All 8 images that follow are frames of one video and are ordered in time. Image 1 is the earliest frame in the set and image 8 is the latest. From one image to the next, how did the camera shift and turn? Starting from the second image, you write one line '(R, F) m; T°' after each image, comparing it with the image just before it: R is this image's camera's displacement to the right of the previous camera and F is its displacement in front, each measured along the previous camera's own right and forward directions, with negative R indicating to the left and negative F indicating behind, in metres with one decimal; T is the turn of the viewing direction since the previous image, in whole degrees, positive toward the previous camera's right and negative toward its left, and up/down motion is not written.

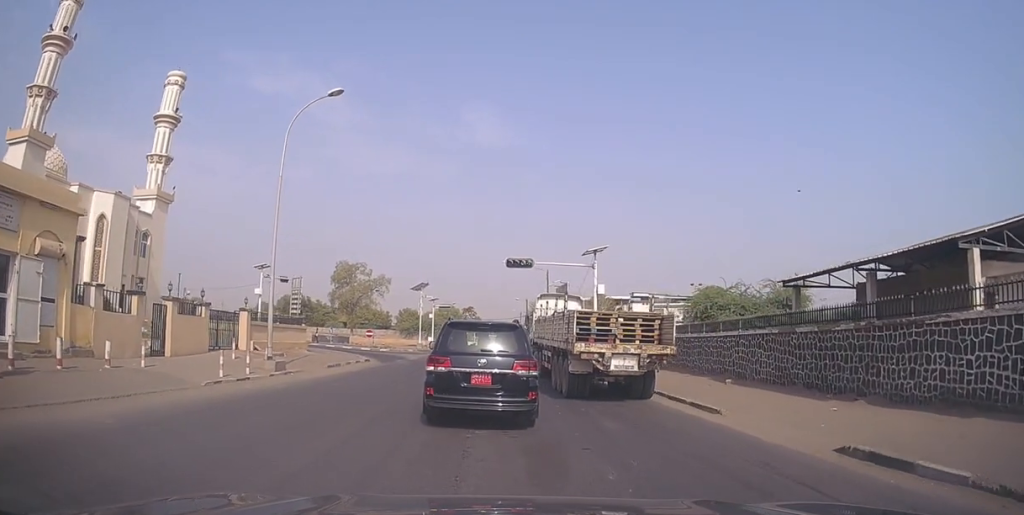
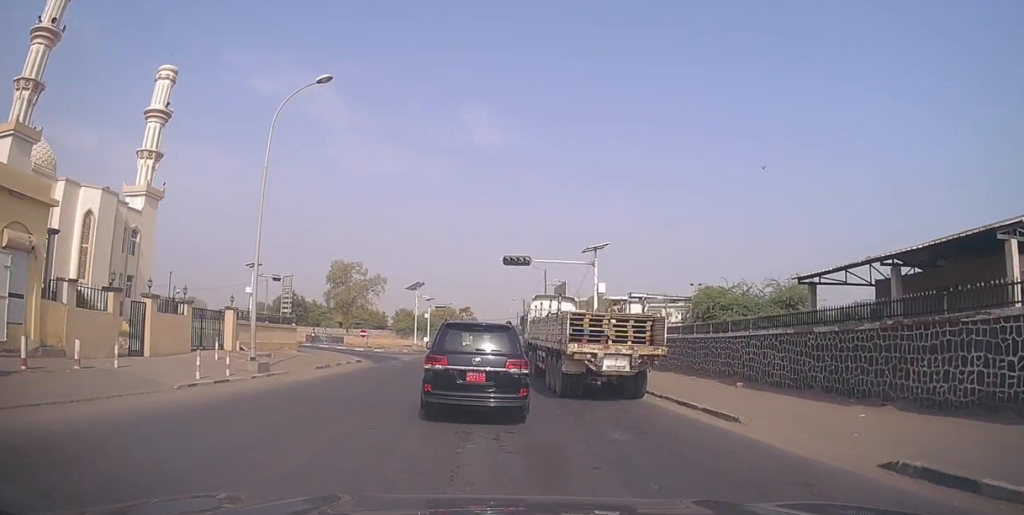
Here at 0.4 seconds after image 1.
(+0.1, +1.0) m; +4°
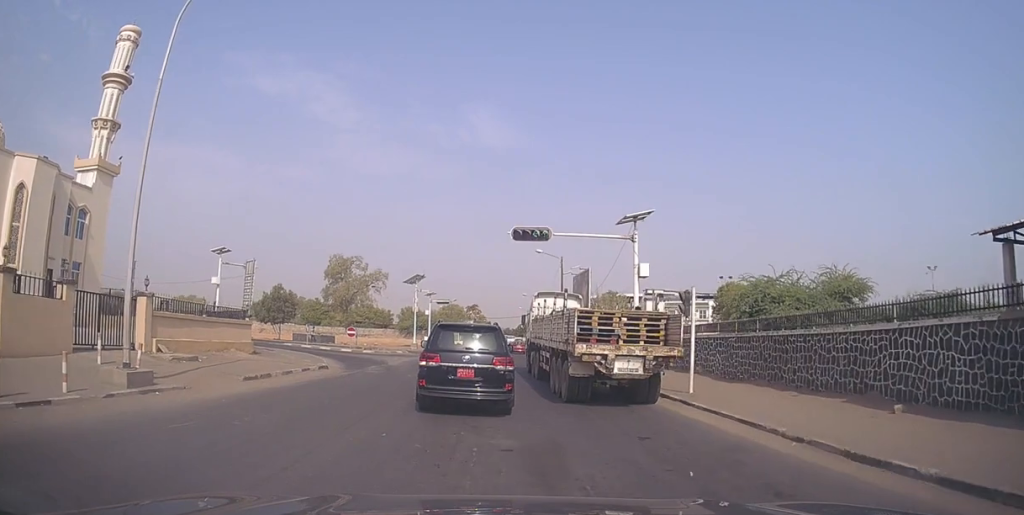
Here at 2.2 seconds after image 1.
(+0.2, +7.6) m; -1°
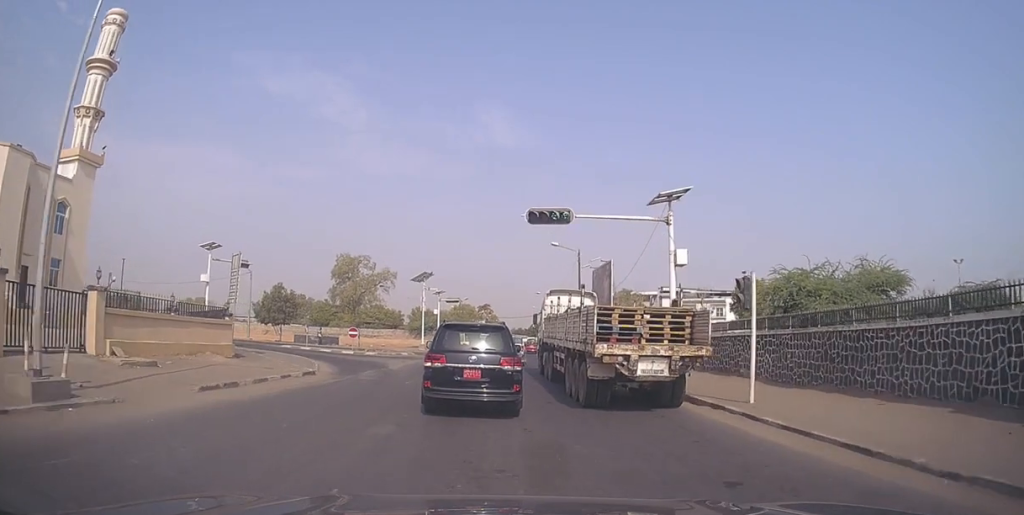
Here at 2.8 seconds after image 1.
(-0.1, +3.1) m; -2°
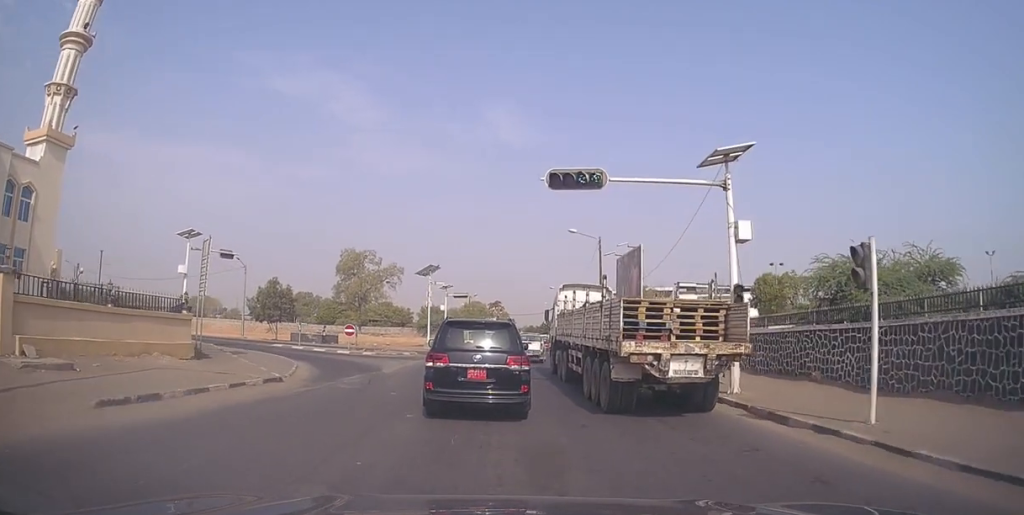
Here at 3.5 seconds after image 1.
(0.0, +4.2) m; +1°
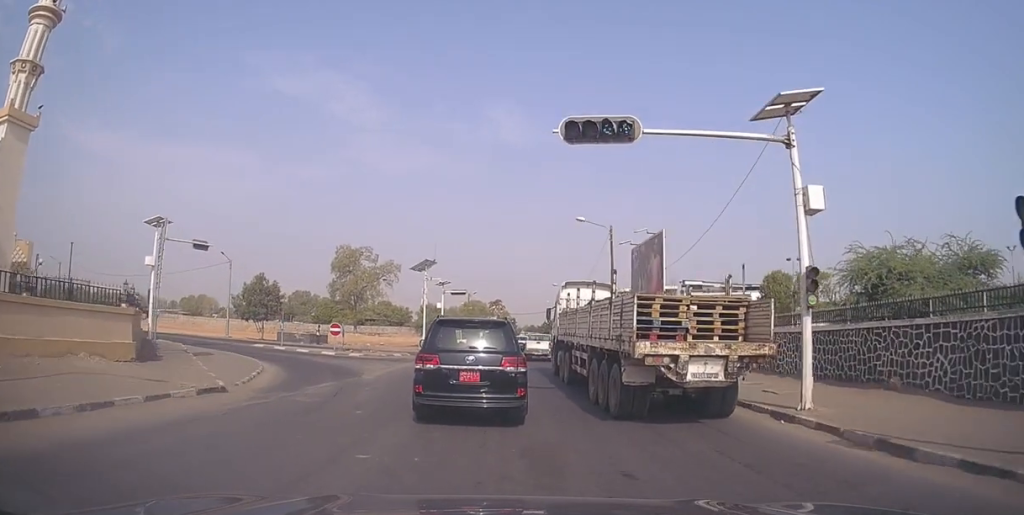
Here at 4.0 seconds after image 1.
(0.0, +3.7) m; +1°
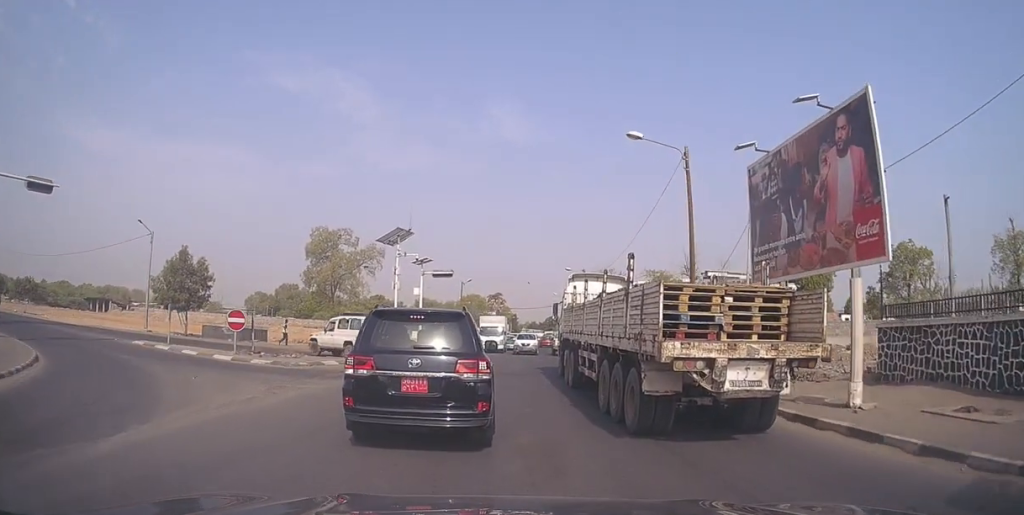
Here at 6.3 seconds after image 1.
(+0.7, +15.3) m; +1°
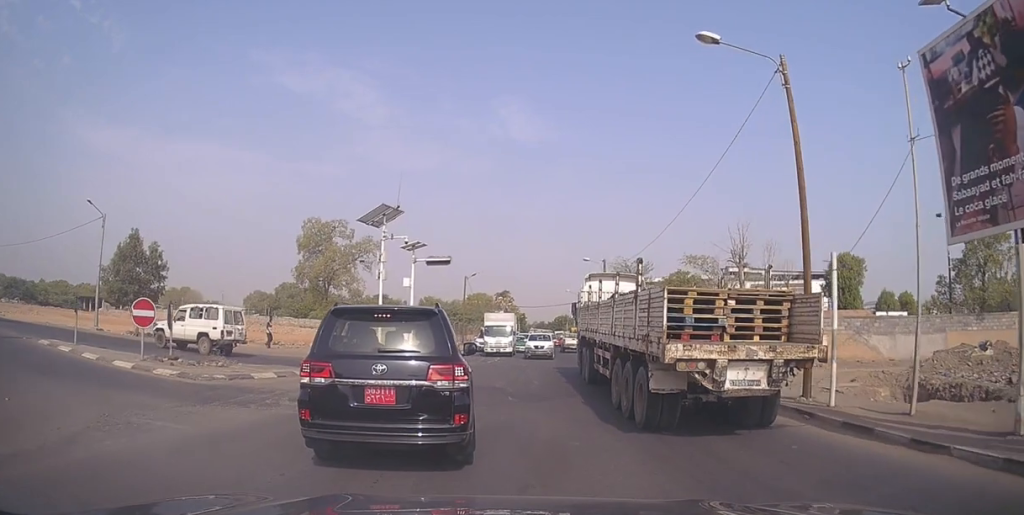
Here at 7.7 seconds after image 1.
(-0.5, +7.6) m; -4°
